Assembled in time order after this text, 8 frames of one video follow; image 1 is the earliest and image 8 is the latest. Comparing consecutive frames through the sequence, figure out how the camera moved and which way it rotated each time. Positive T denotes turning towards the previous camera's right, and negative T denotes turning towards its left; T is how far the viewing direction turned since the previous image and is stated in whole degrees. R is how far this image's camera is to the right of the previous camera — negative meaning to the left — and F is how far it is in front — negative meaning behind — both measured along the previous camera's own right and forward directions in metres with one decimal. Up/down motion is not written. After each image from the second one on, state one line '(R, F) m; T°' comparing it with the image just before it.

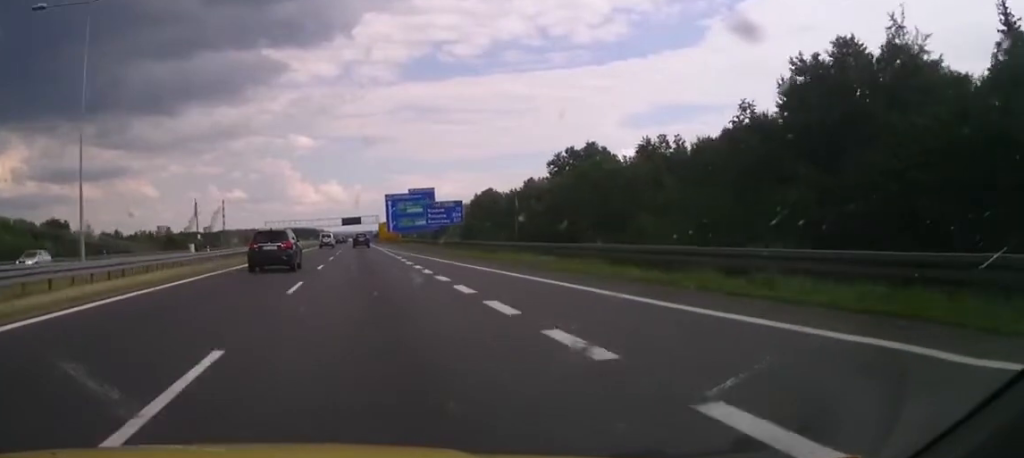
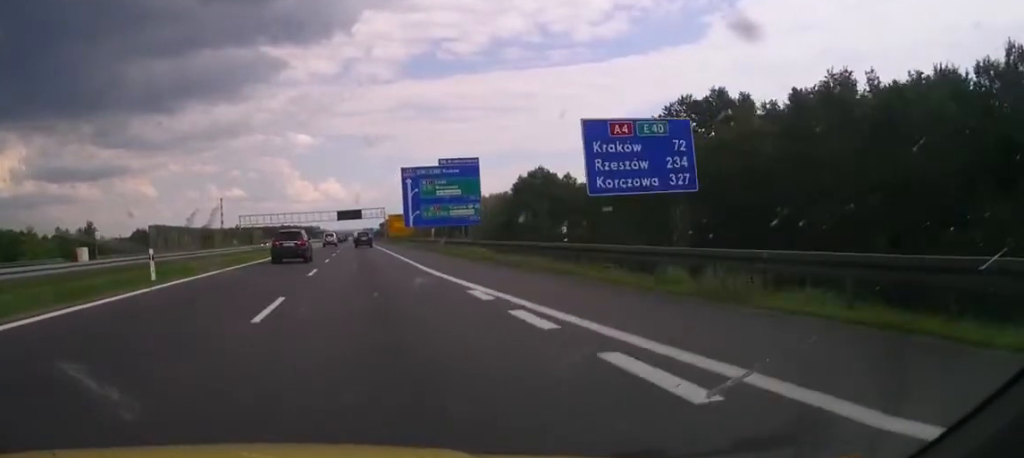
(+0.3, +53.4) m; 0°
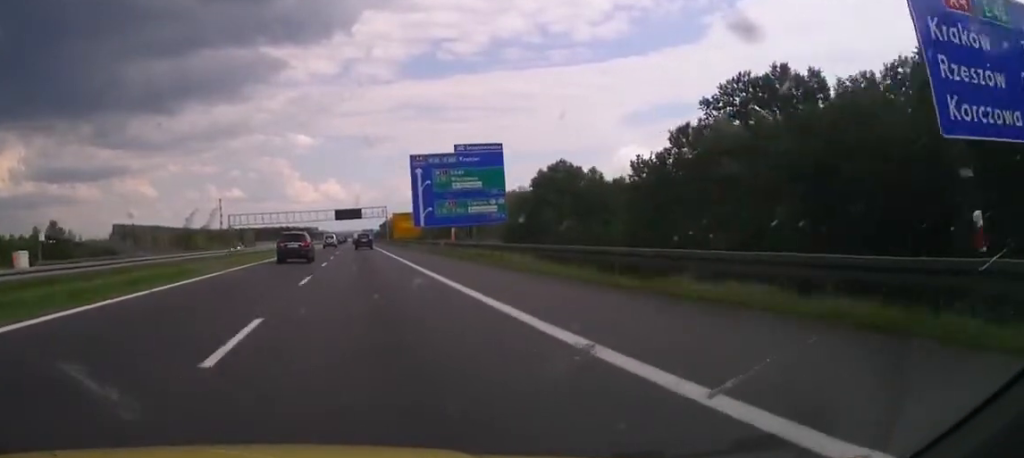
(-0.1, +15.6) m; 0°
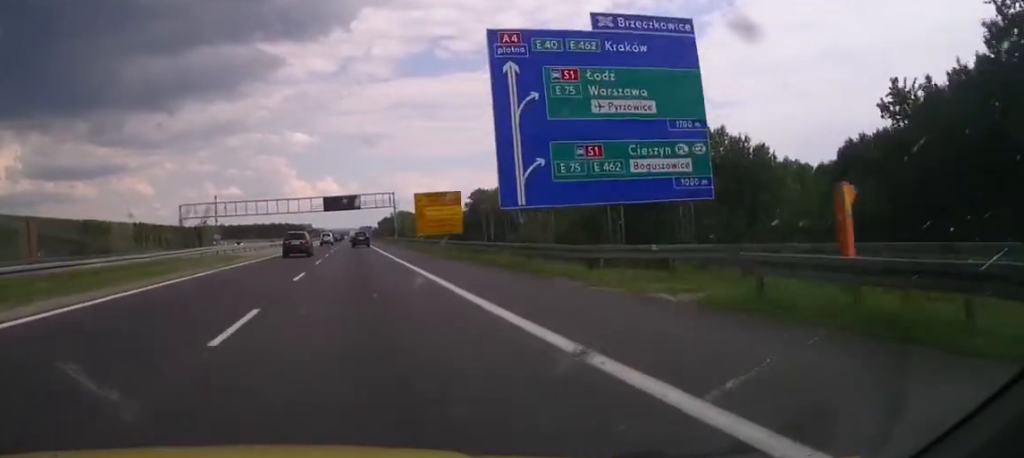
(-0.4, +47.6) m; -1°
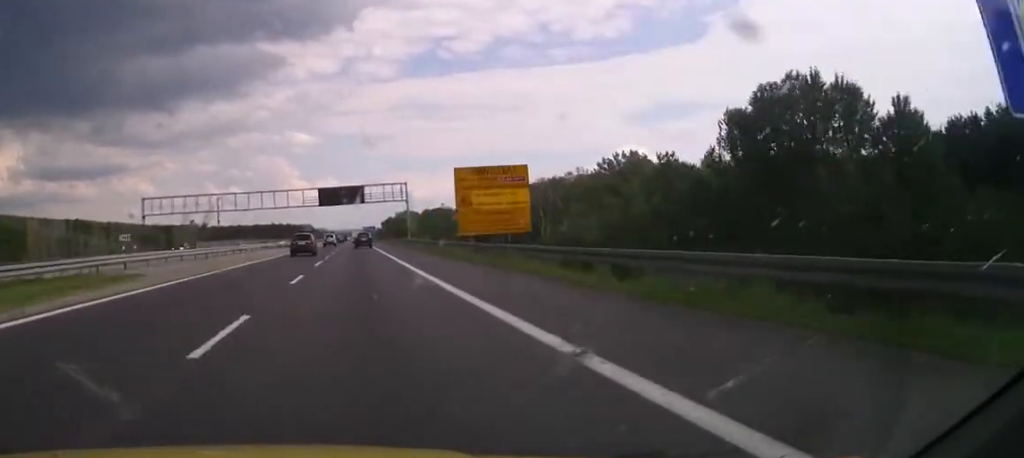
(-0.5, +25.7) m; 0°
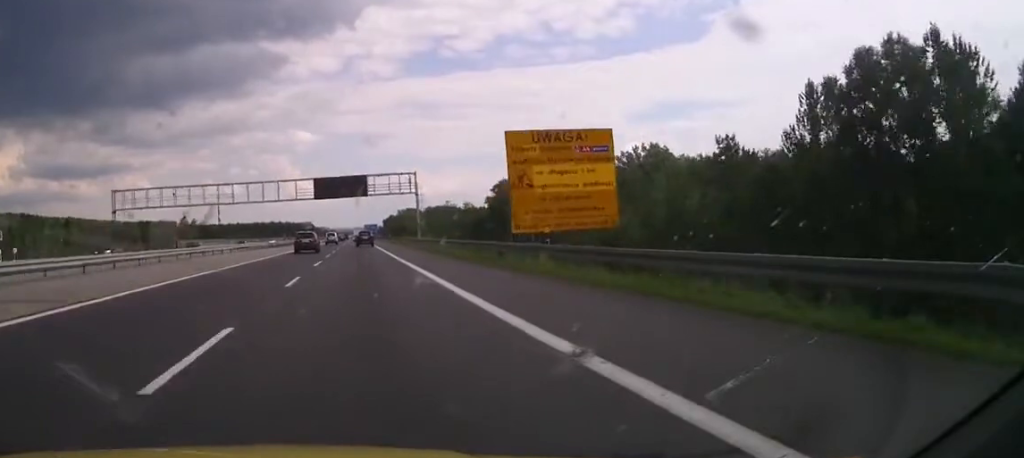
(+0.3, +14.3) m; +1°
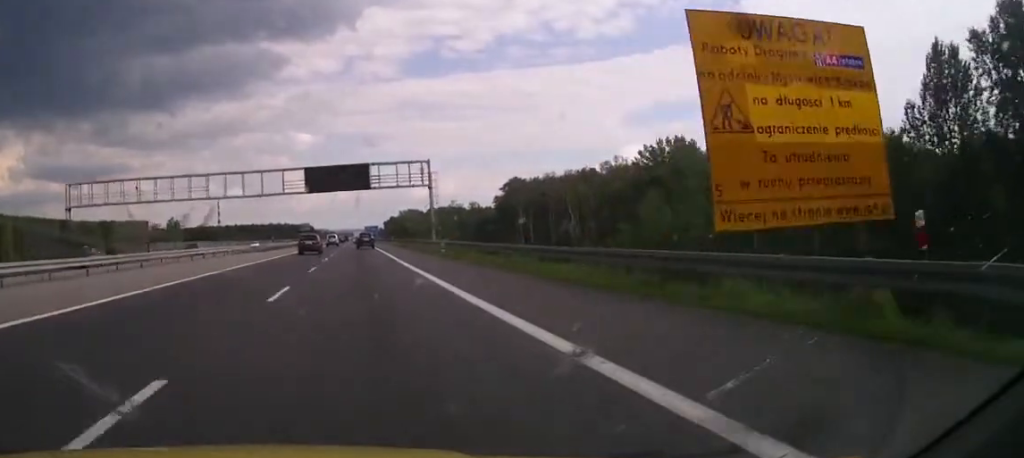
(+0.1, +16.3) m; +1°
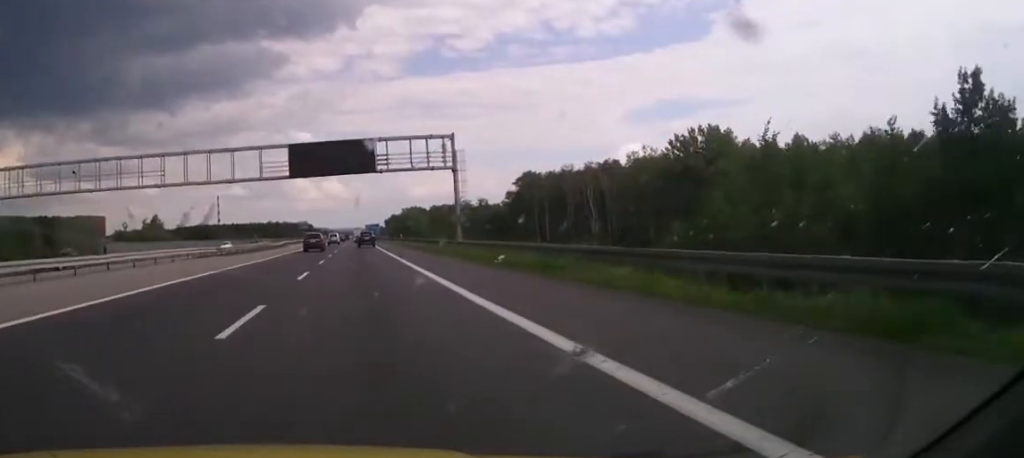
(0.0, +18.1) m; 0°
